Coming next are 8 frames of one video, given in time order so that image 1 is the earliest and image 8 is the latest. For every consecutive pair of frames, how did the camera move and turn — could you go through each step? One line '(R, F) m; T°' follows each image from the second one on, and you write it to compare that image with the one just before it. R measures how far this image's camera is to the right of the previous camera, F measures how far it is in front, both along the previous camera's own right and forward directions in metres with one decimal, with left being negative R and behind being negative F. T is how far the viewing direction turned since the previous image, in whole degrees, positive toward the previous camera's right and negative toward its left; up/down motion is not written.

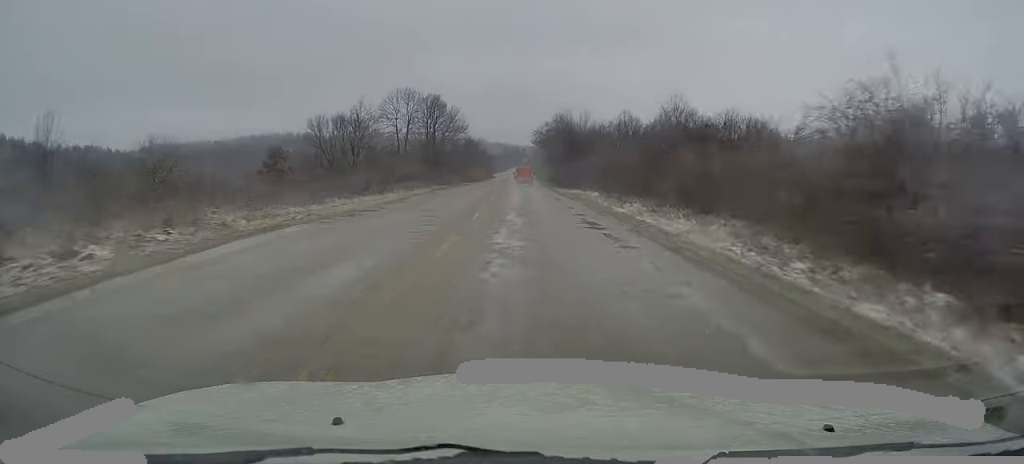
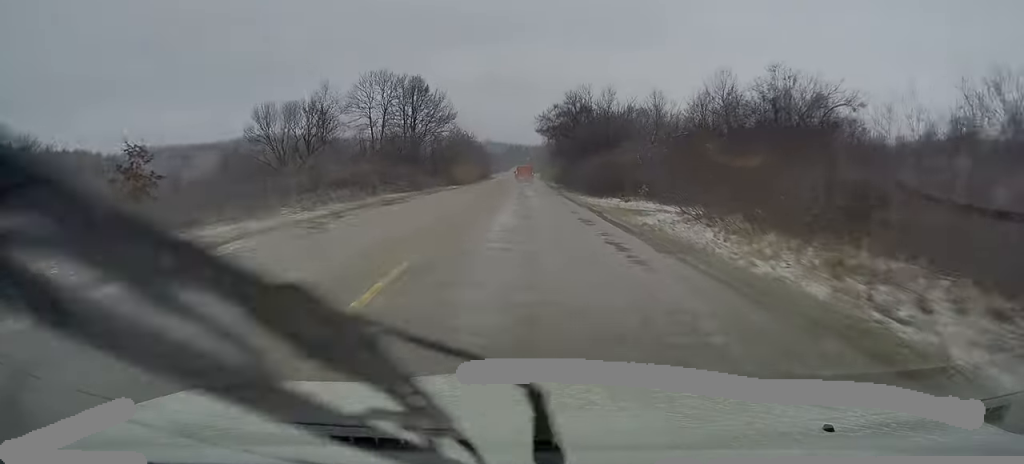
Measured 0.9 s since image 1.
(+0.1, +18.5) m; 0°
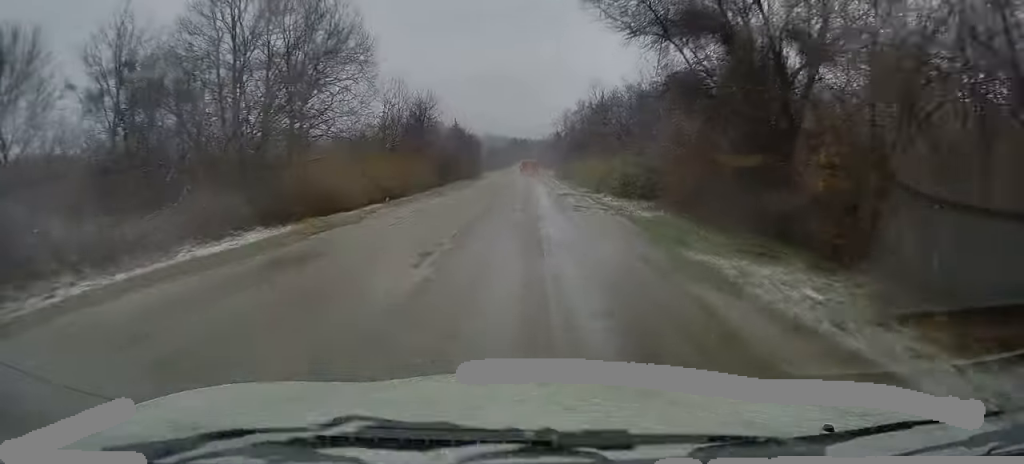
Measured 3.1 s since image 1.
(-0.6, +43.0) m; -1°
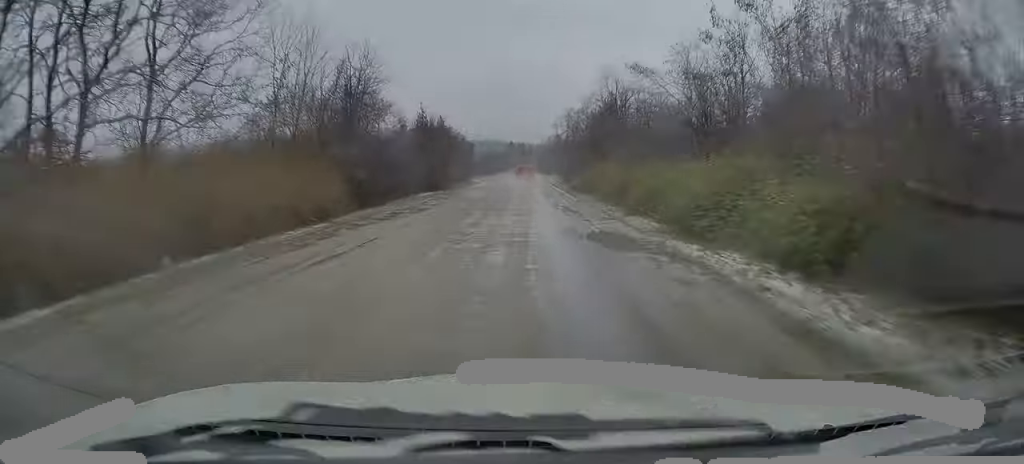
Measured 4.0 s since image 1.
(+0.1, +17.7) m; 0°
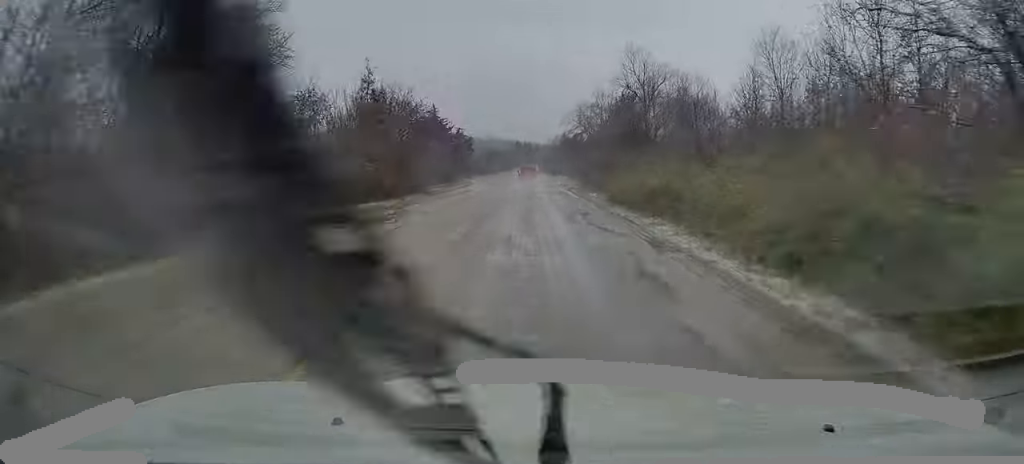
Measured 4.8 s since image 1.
(0.0, +15.7) m; 0°
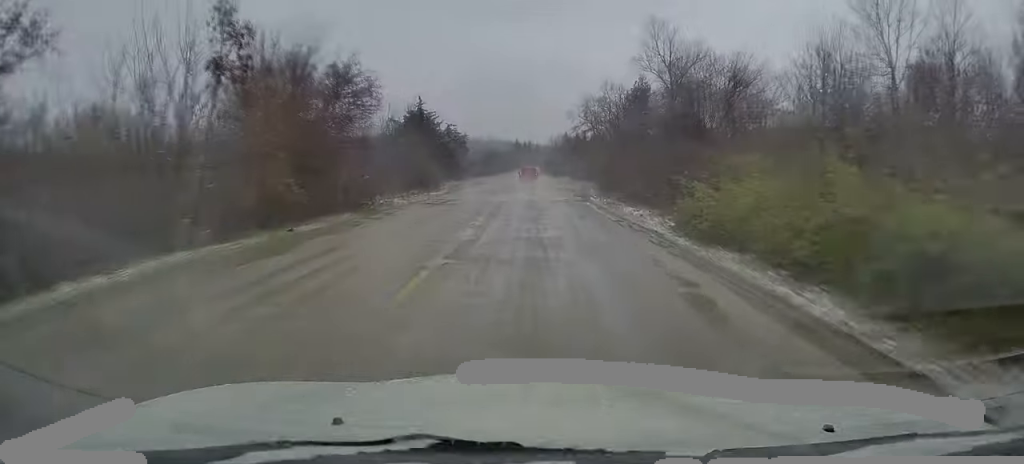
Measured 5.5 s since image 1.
(0.0, +12.9) m; 0°
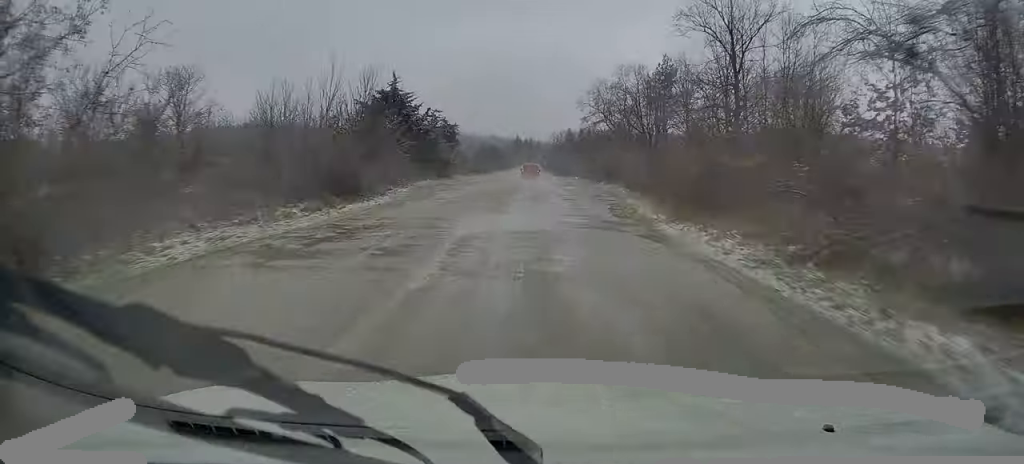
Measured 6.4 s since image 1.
(0.0, +17.1) m; 0°
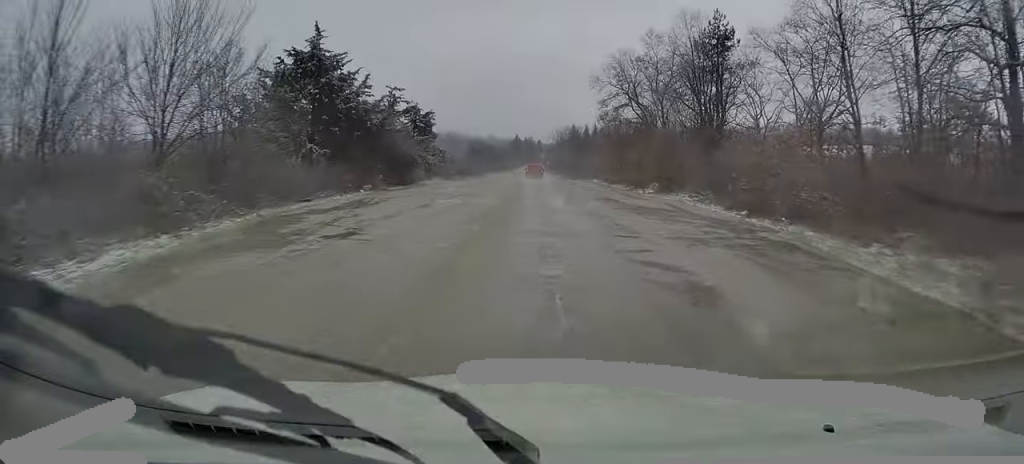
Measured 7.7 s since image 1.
(-0.1, +24.7) m; 0°
